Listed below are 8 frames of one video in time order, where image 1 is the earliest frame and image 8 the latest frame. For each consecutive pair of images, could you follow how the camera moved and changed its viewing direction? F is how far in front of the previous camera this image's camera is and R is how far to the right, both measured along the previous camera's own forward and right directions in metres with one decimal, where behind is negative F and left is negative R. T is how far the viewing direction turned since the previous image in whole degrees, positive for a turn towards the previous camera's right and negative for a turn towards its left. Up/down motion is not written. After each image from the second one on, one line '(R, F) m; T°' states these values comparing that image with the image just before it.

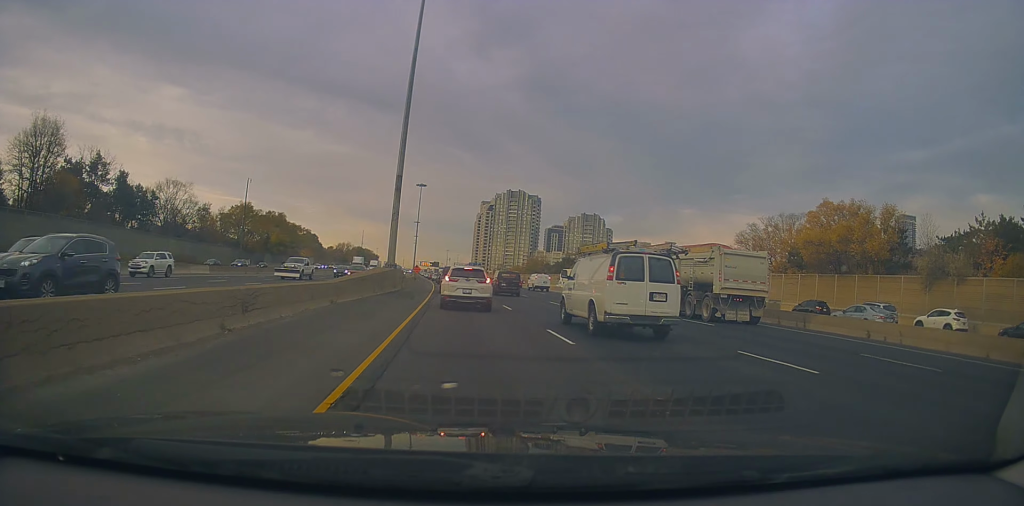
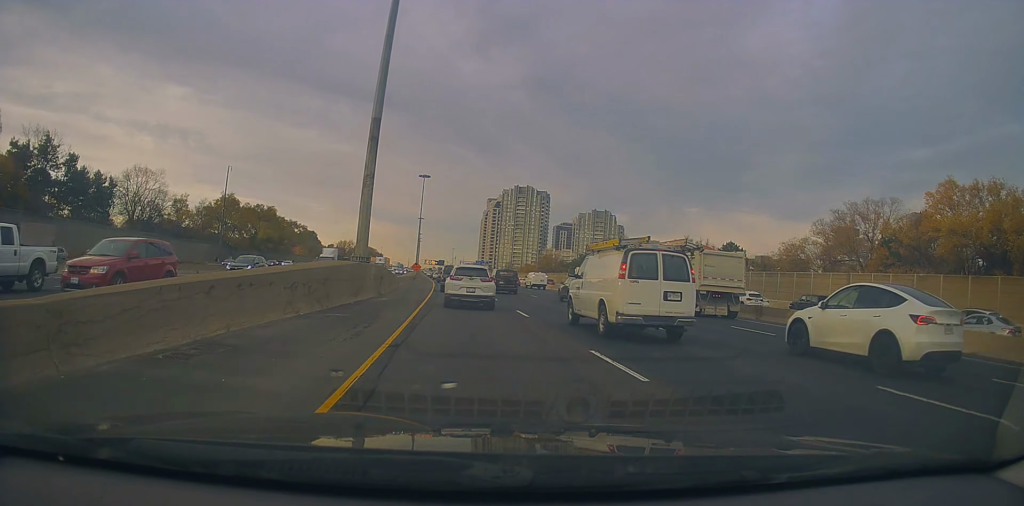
(-0.7, +15.3) m; -2°
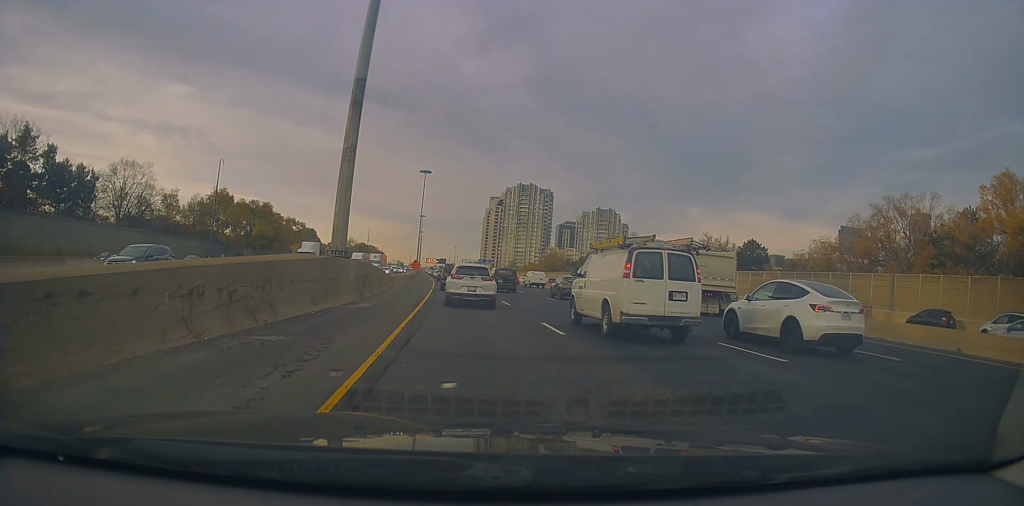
(0.0, +5.7) m; +1°
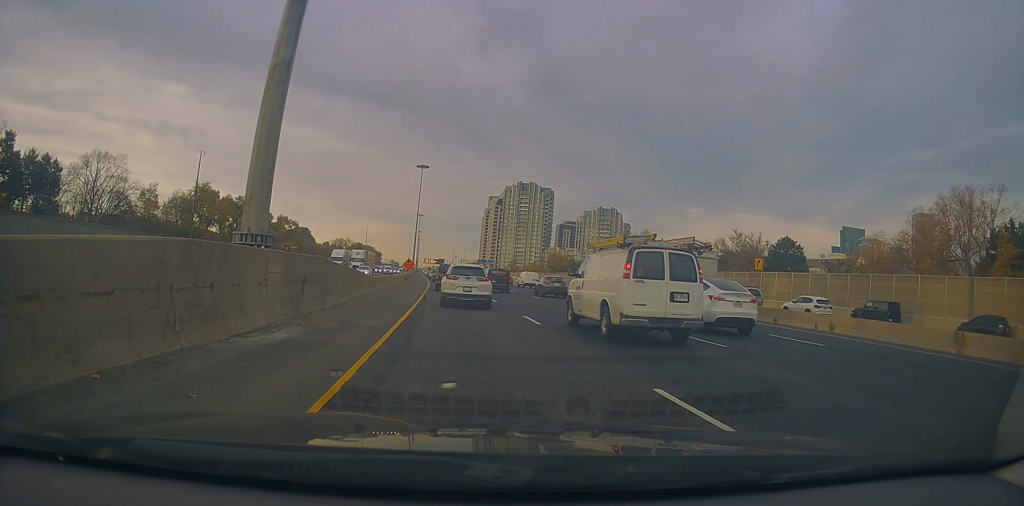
(+0.2, +9.0) m; 0°
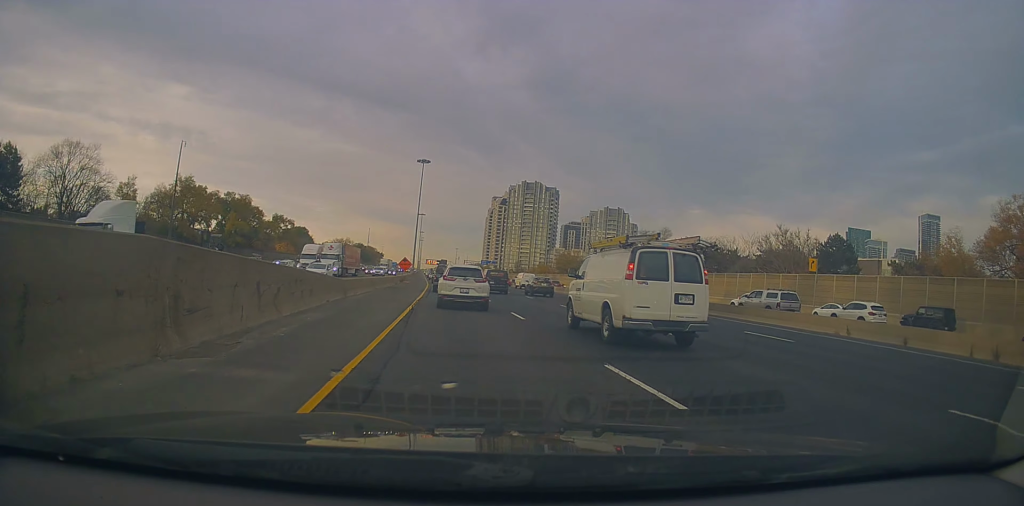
(+0.1, +10.0) m; -1°
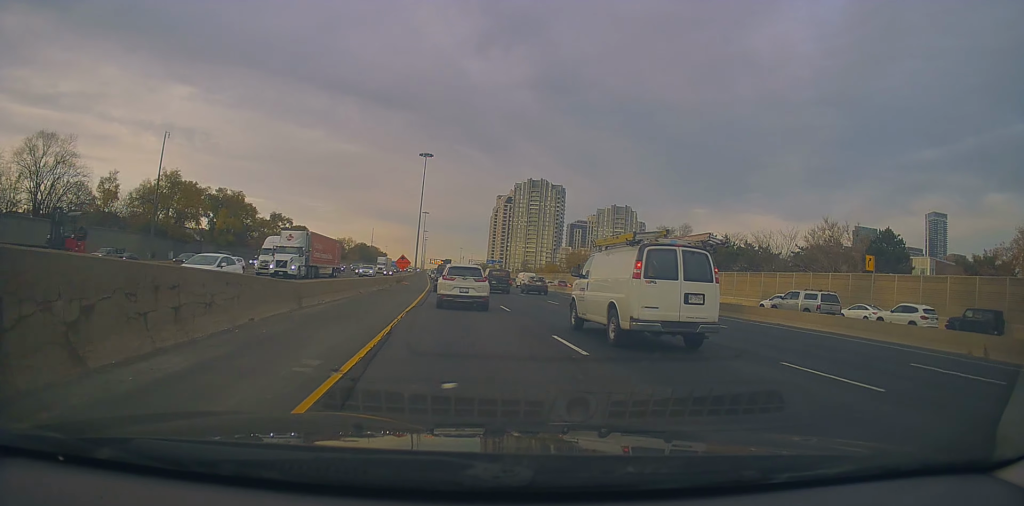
(-0.3, +7.6) m; 0°
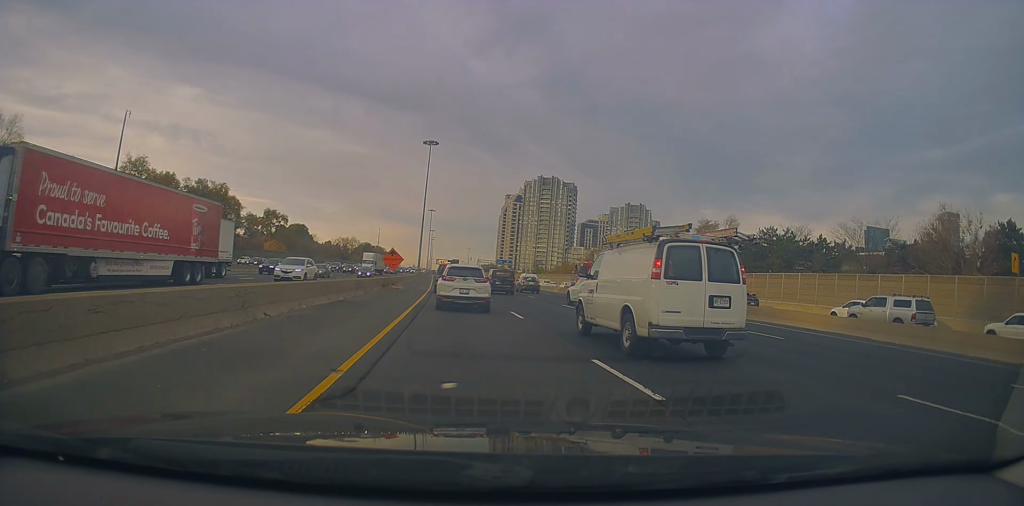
(+0.3, +14.6) m; 0°
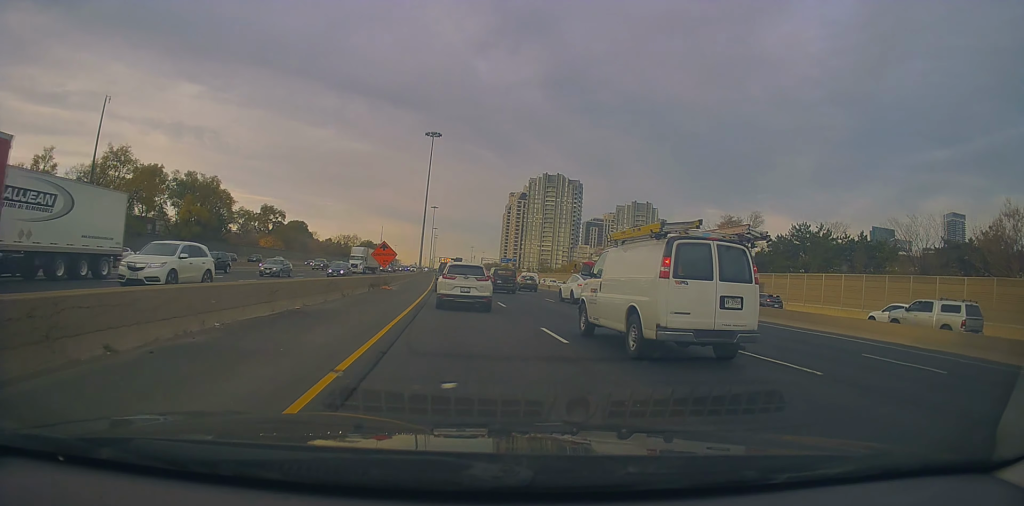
(-0.2, +6.9) m; -1°
